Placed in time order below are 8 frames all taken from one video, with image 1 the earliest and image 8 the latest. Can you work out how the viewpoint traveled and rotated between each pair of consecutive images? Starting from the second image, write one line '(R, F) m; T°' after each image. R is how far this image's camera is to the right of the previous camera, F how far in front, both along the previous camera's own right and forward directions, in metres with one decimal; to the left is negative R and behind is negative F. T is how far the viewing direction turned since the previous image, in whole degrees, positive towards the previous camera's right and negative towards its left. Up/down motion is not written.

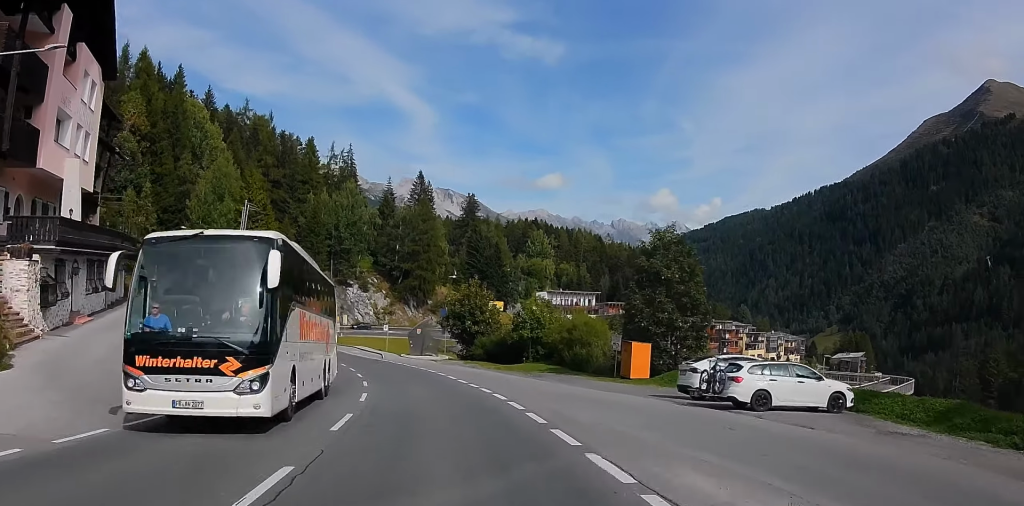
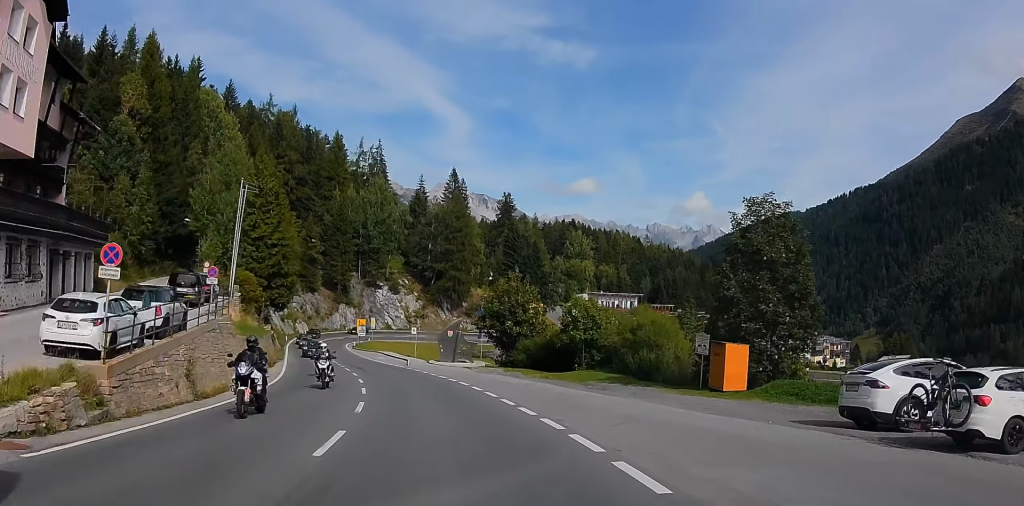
(+0.6, +9.3) m; +1°
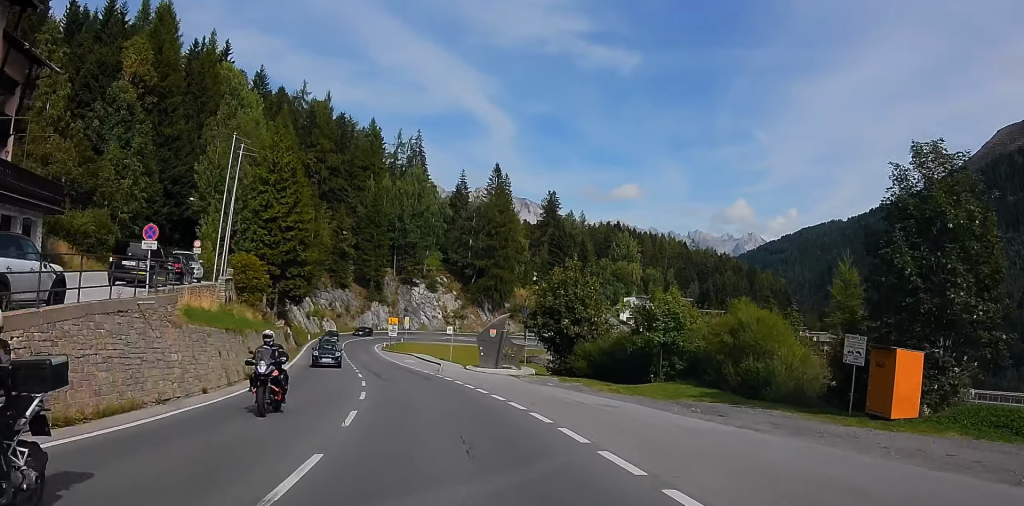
(-0.4, +10.1) m; -6°
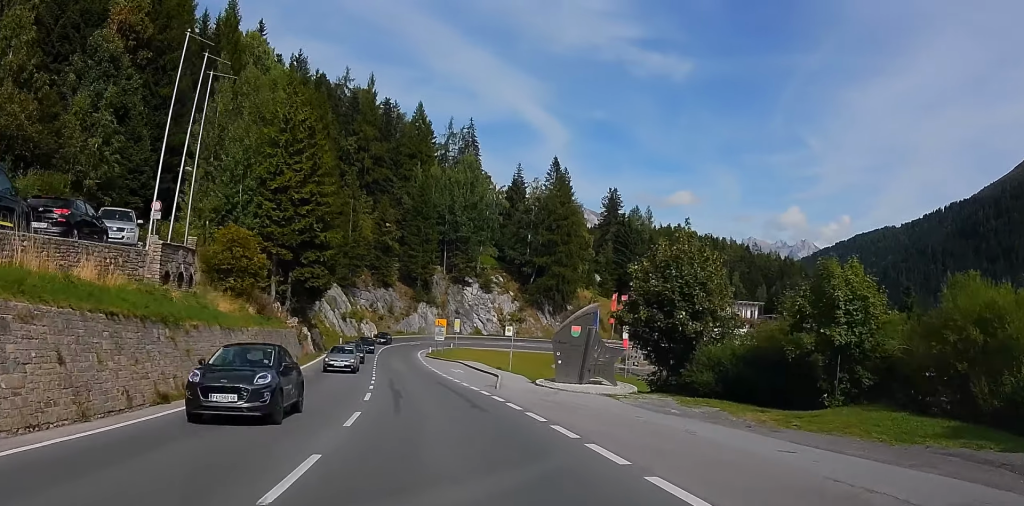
(-1.2, +14.0) m; -6°
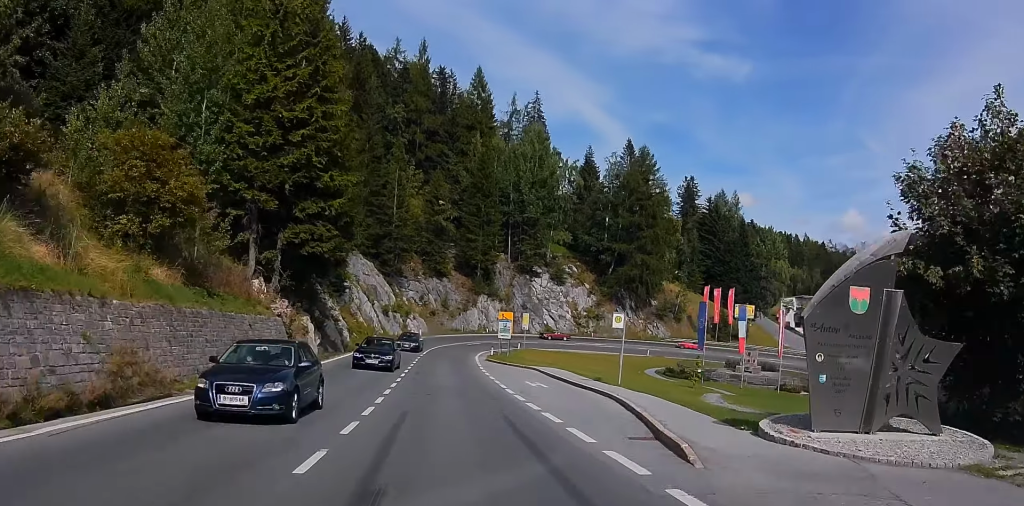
(-0.1, +18.6) m; 0°
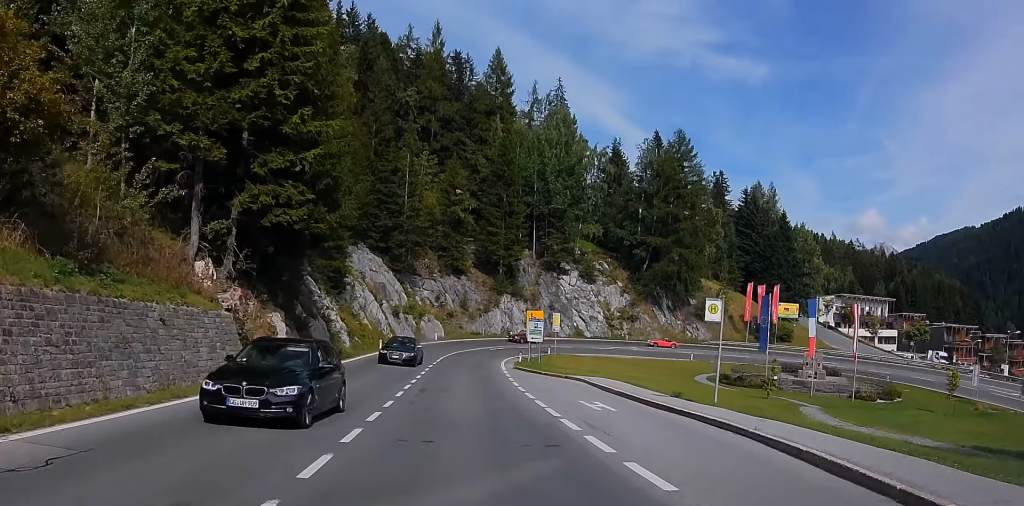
(0.0, +10.1) m; +1°
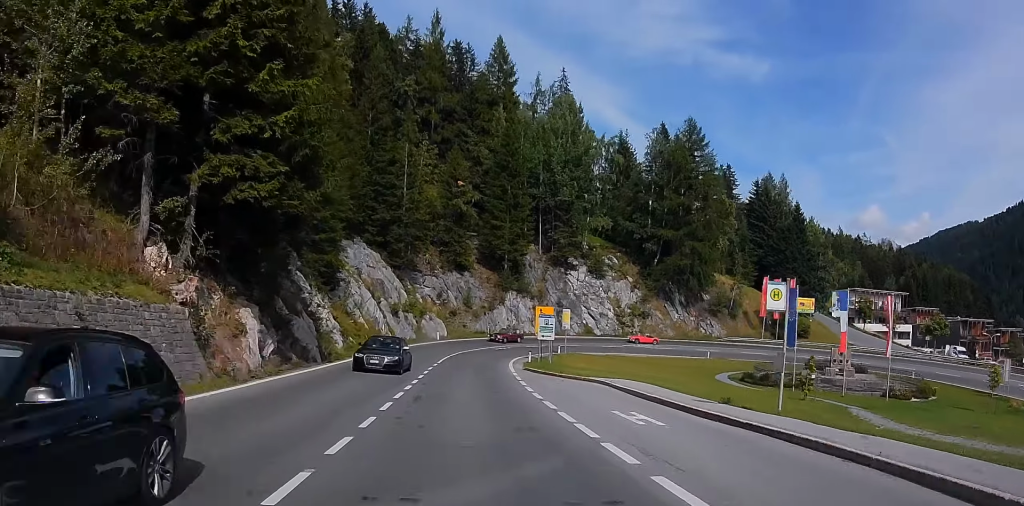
(-0.1, +4.5) m; +1°
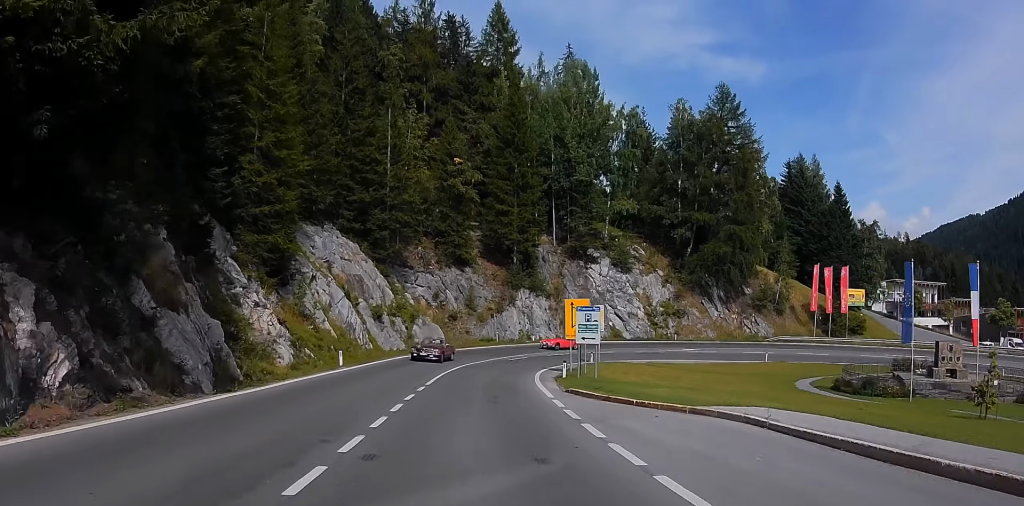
(-0.1, +14.5) m; -7°
